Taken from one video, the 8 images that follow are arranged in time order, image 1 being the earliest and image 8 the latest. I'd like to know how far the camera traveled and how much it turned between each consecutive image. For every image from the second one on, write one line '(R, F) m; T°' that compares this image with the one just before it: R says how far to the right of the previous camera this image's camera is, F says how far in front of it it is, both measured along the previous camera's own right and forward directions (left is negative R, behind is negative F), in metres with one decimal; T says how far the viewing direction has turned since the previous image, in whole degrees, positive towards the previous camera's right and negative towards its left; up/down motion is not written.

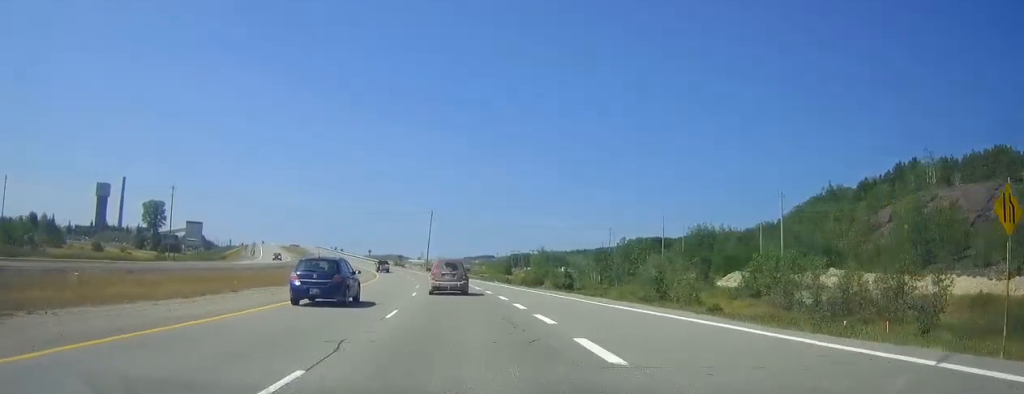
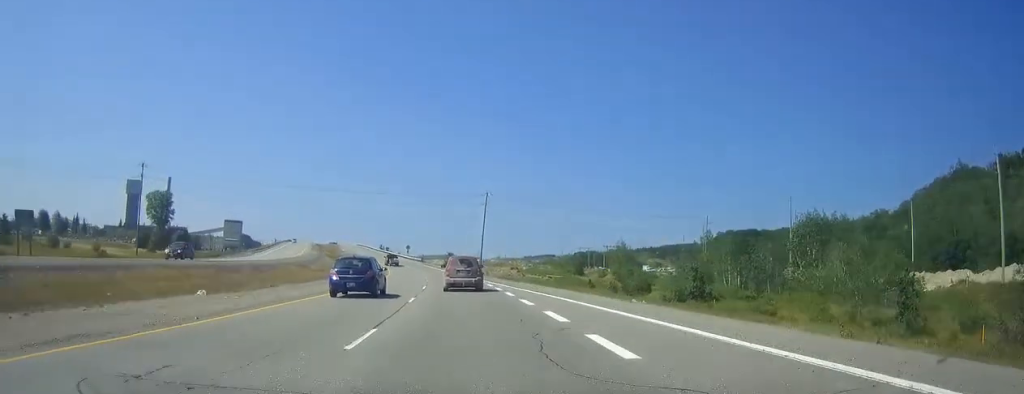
(-1.7, +41.4) m; -5°
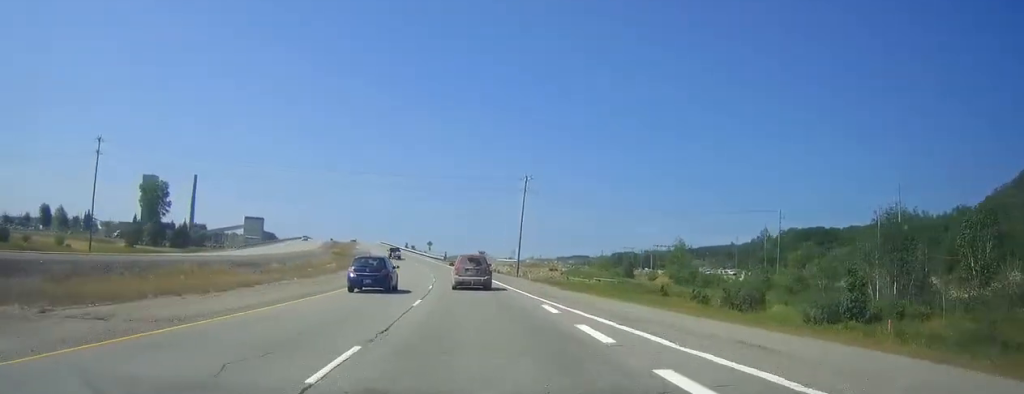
(-0.8, +27.2) m; -3°
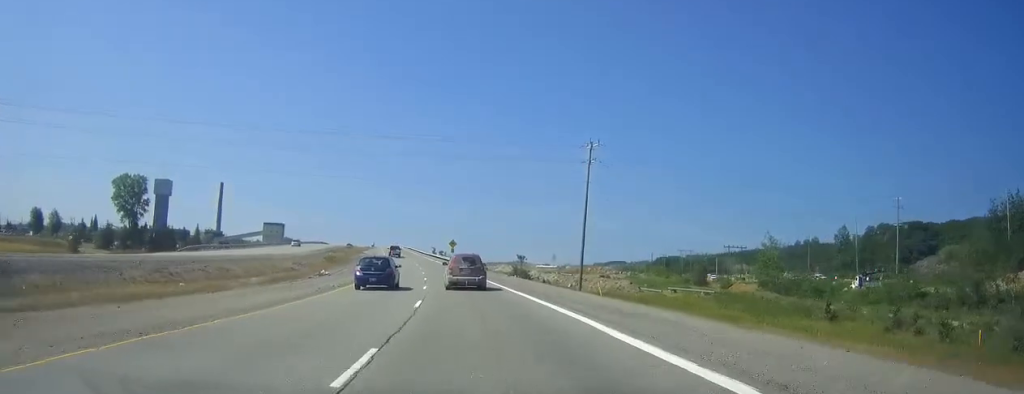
(-1.1, +36.1) m; -3°
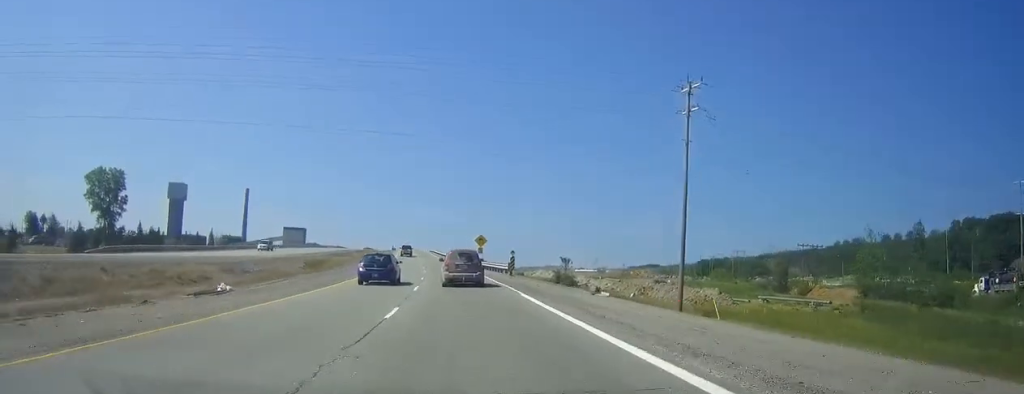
(-0.5, +27.8) m; -2°
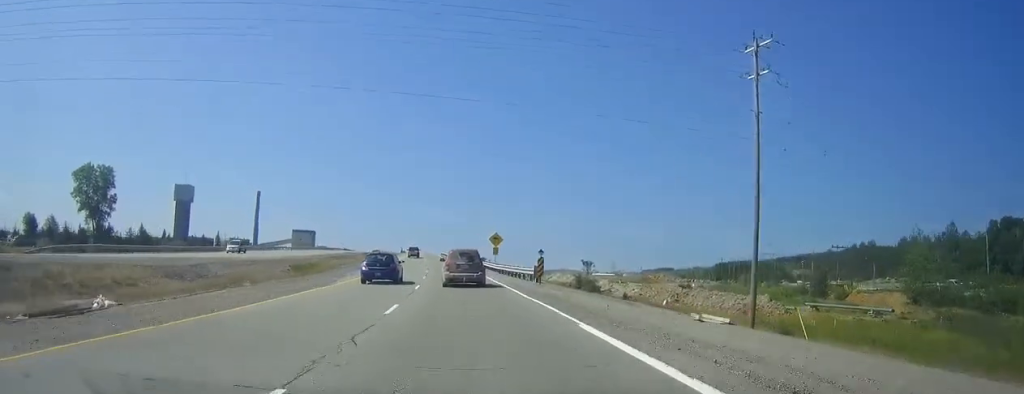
(-0.1, +11.1) m; -1°
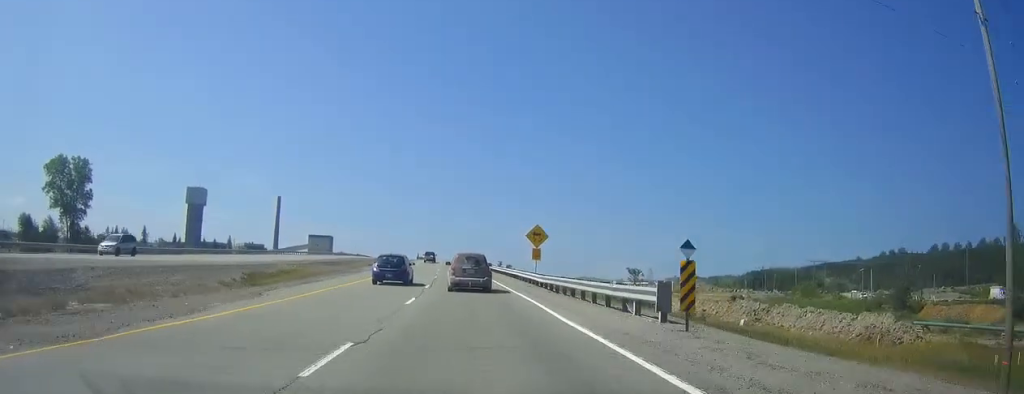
(-0.2, +19.7) m; -2°
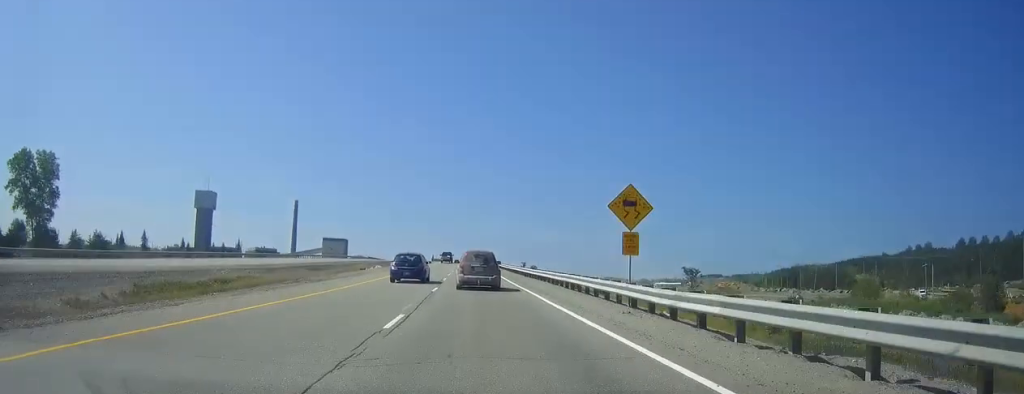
(-0.5, +18.9) m; -2°
